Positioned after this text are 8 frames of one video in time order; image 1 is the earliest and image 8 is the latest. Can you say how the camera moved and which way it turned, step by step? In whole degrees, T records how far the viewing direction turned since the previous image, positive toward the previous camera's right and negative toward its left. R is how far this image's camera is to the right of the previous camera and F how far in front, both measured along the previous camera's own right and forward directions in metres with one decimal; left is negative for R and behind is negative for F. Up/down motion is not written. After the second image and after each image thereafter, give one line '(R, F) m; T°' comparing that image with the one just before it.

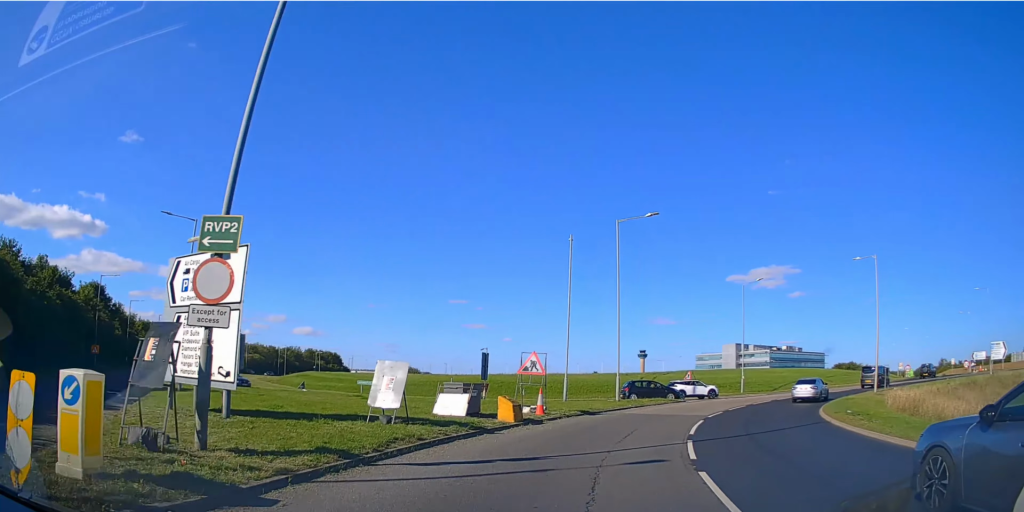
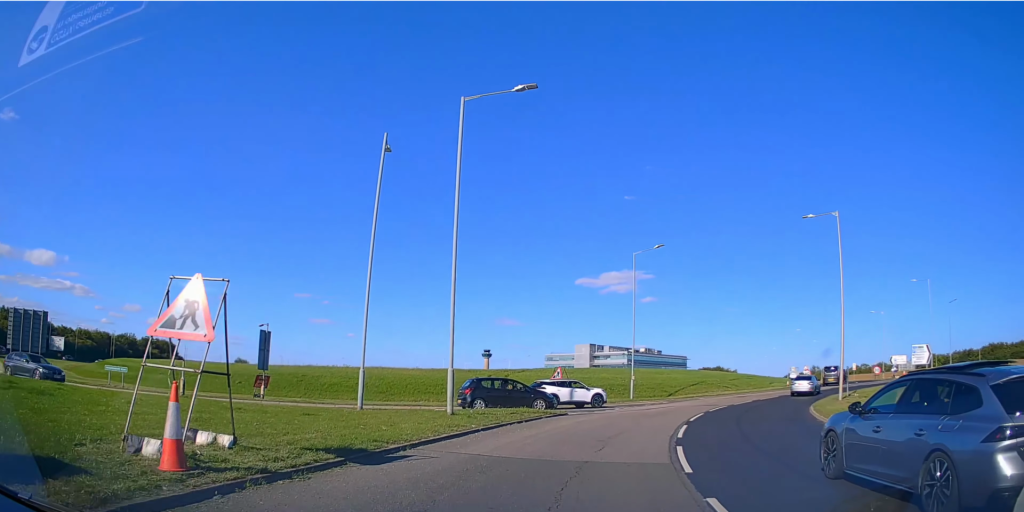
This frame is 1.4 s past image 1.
(+2.7, +14.6) m; +19°
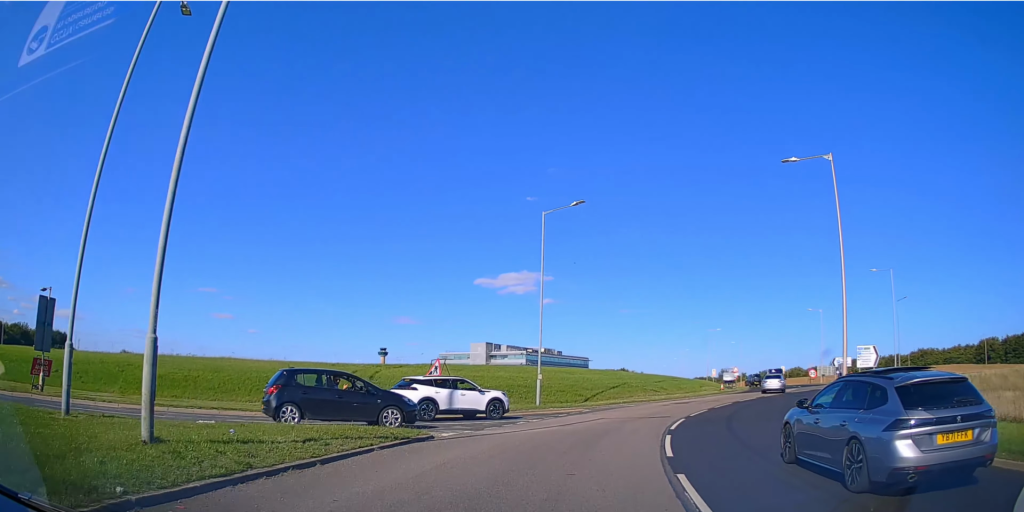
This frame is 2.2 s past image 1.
(+0.9, +9.3) m; +11°
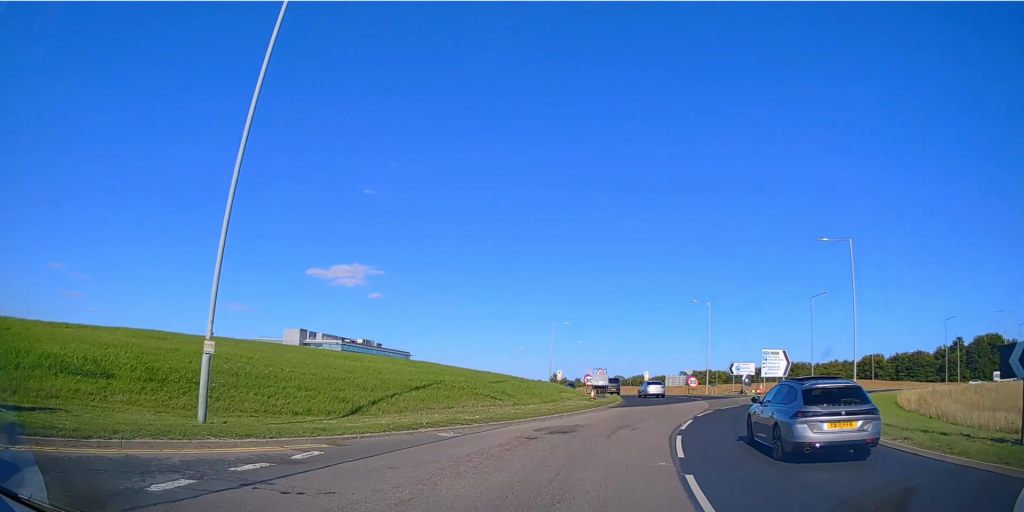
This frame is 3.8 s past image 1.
(+2.1, +17.4) m; +11°
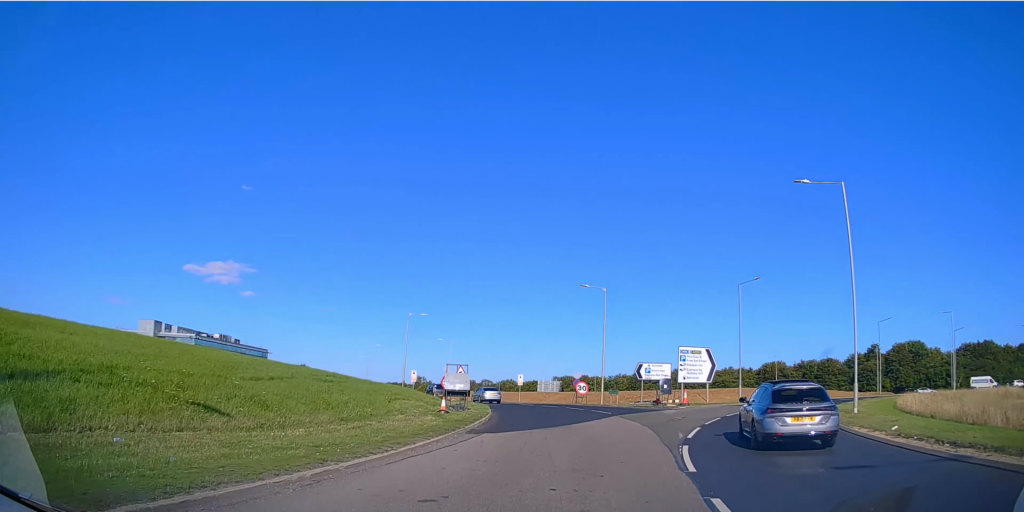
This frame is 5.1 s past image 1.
(+1.1, +13.4) m; +9°
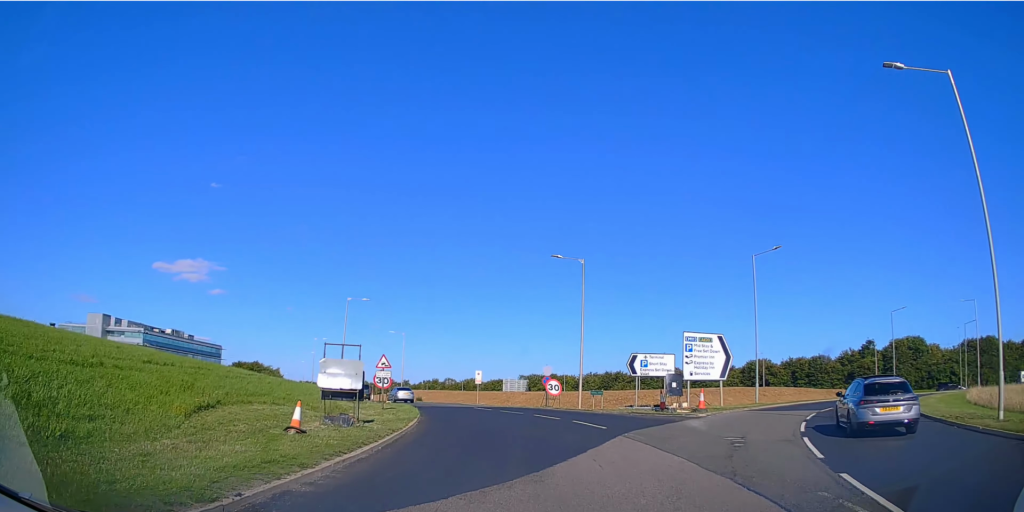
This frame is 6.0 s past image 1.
(+0.5, +9.6) m; +2°
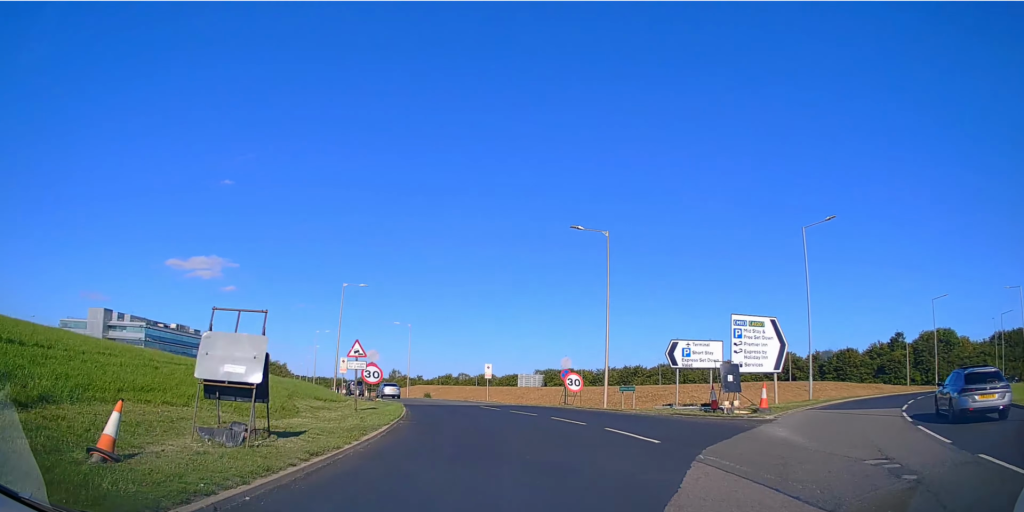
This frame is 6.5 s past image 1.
(-0.1, +4.9) m; -1°
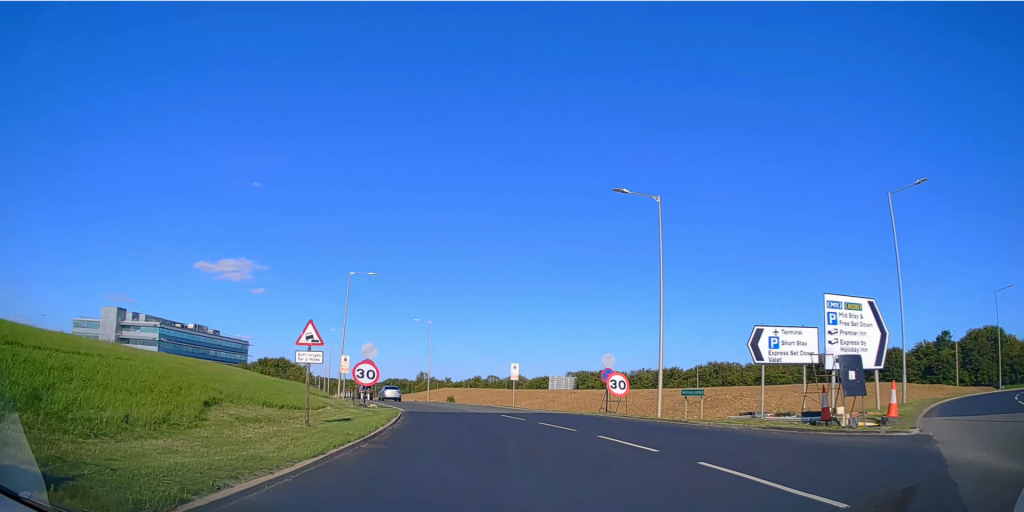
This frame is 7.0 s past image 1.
(0.0, +5.5) m; -1°
